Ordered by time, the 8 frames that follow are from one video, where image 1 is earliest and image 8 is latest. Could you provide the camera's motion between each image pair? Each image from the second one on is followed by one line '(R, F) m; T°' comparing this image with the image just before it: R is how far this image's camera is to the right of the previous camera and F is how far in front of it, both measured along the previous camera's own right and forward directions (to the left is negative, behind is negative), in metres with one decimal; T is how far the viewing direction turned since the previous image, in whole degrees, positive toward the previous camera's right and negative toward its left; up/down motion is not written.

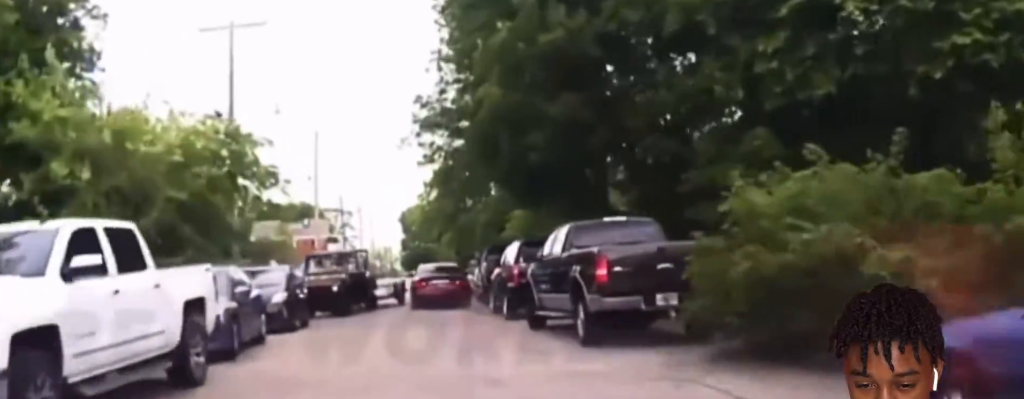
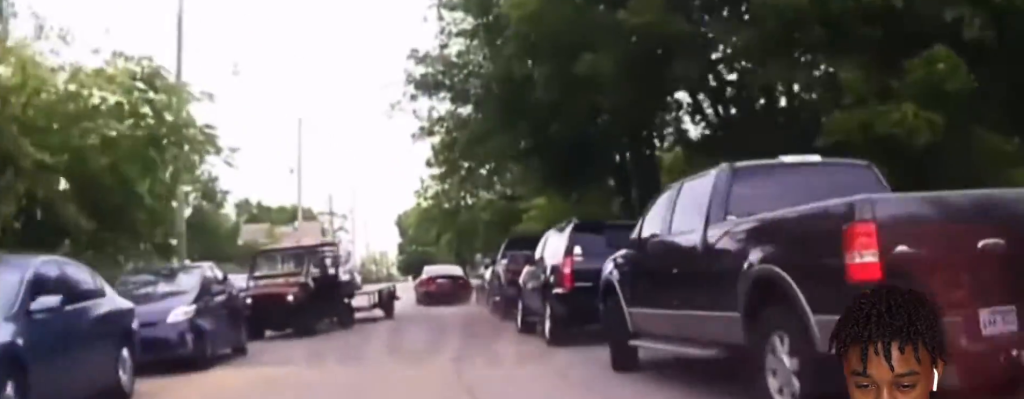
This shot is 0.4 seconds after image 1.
(0.0, +7.8) m; 0°
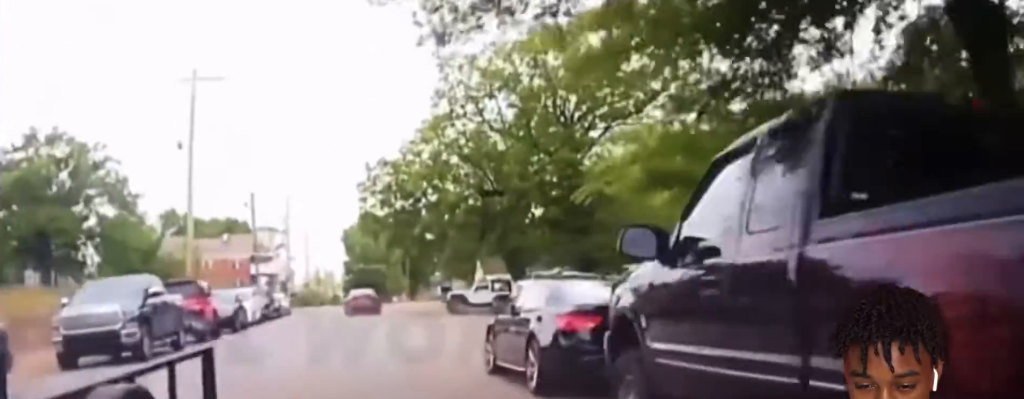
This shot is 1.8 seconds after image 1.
(0.0, +24.9) m; -1°
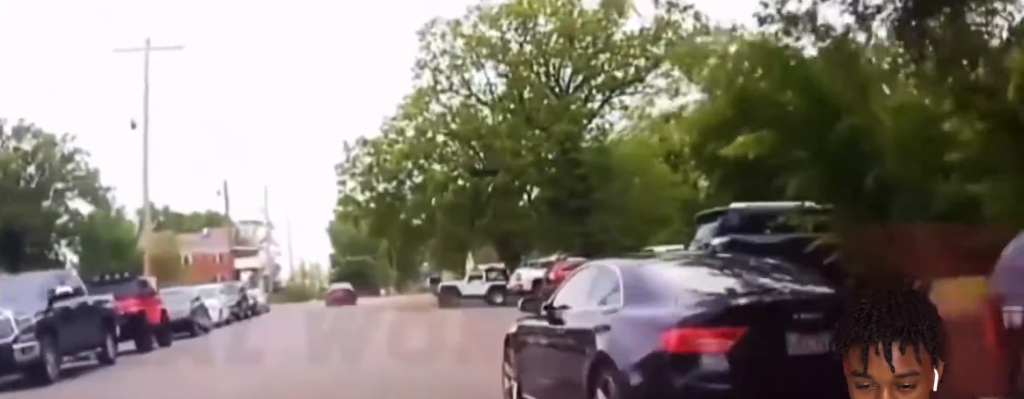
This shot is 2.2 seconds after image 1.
(-0.1, +8.2) m; 0°
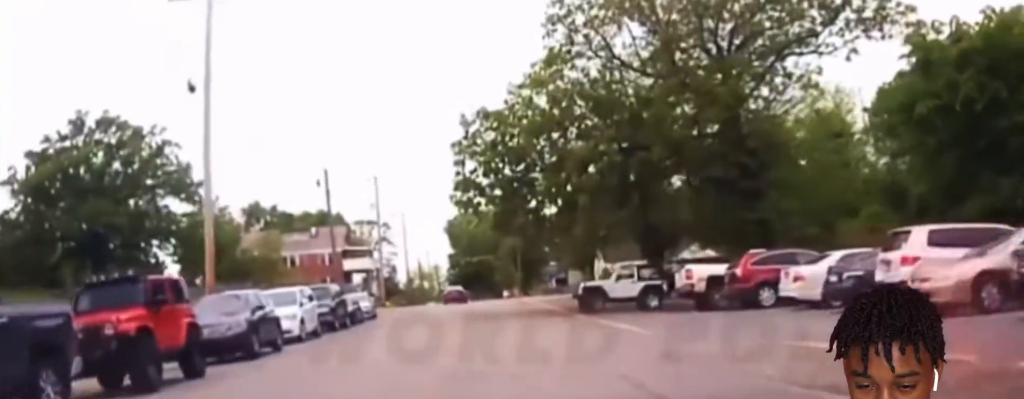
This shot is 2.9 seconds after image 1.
(-0.1, +13.9) m; 0°
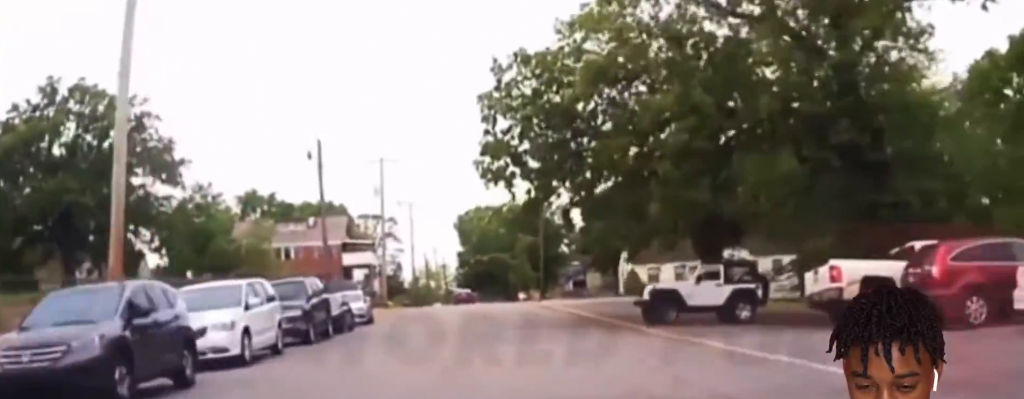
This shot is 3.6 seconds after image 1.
(0.0, +13.4) m; 0°
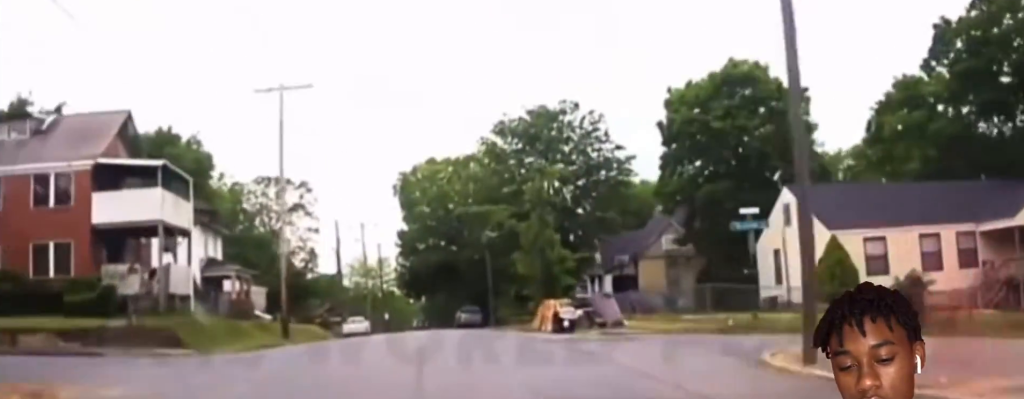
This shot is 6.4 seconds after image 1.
(0.0, +52.4) m; 0°
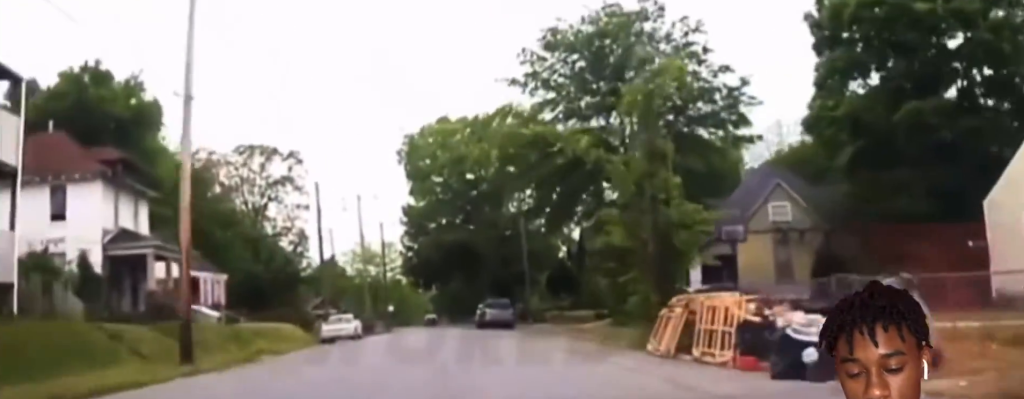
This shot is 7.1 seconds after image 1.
(0.0, +15.6) m; 0°
